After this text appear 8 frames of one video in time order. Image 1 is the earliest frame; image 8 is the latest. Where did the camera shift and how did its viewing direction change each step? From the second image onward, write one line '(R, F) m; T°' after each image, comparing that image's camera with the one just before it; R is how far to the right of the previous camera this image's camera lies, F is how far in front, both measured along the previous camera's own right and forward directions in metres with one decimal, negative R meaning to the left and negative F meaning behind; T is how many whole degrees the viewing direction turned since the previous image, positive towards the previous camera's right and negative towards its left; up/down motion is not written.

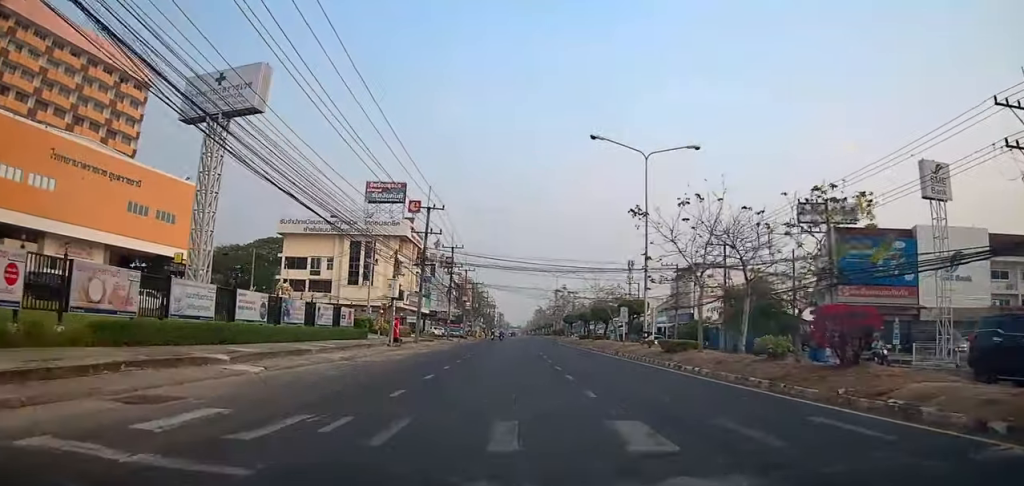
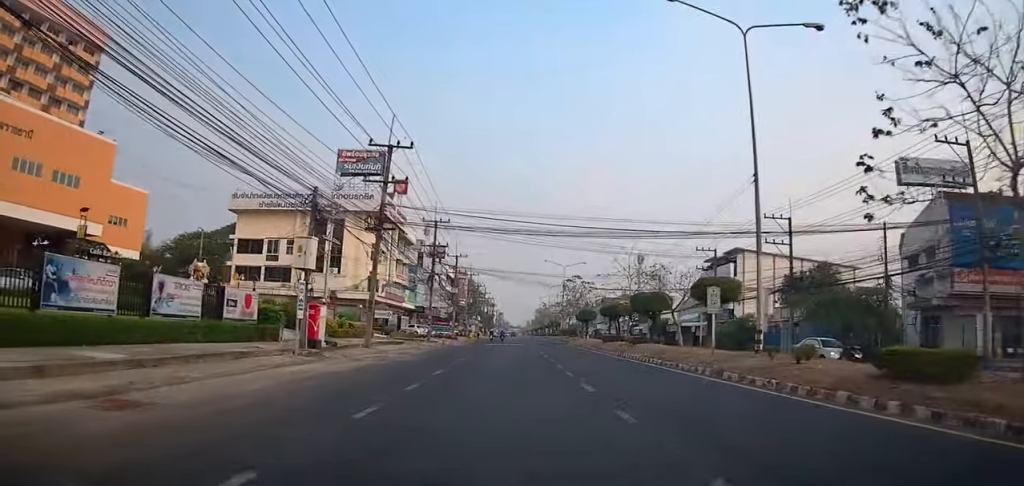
(+0.4, +15.5) m; 0°
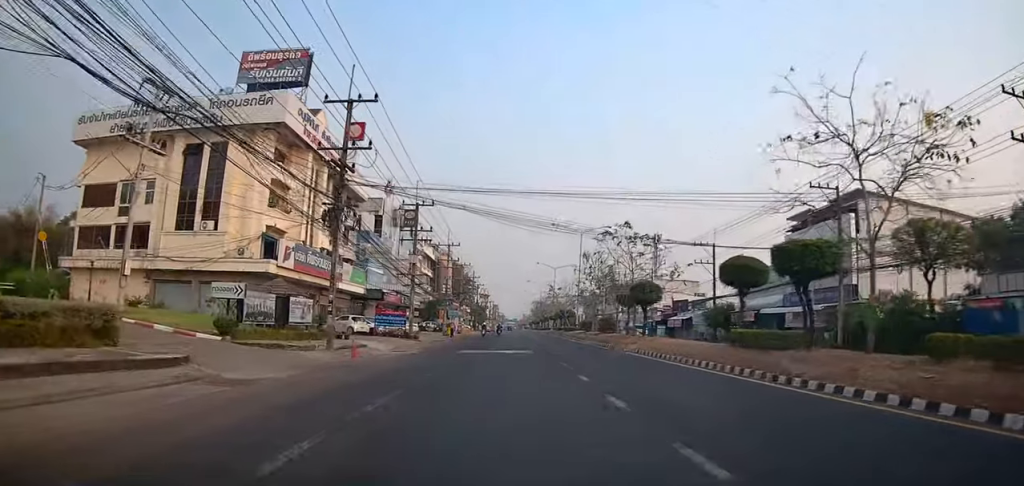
(-0.1, +27.3) m; 0°
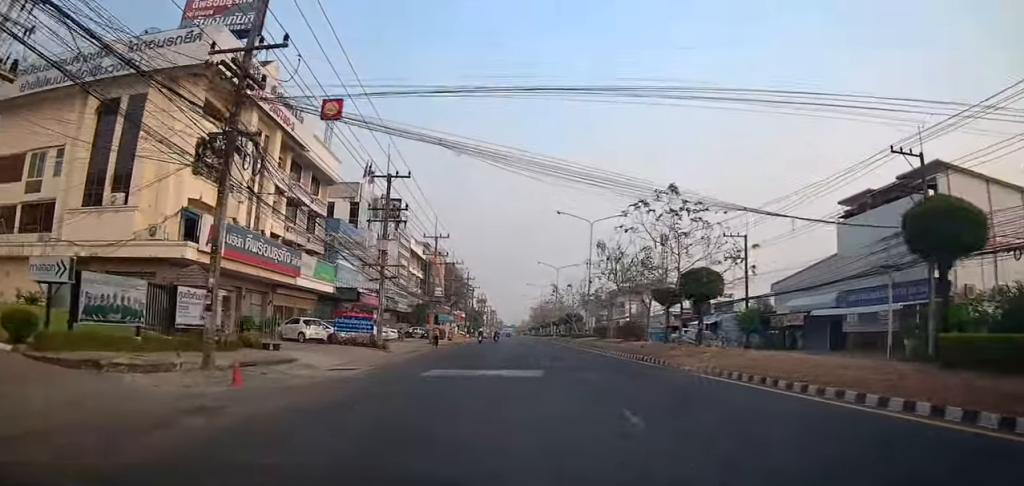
(0.0, +9.9) m; 0°
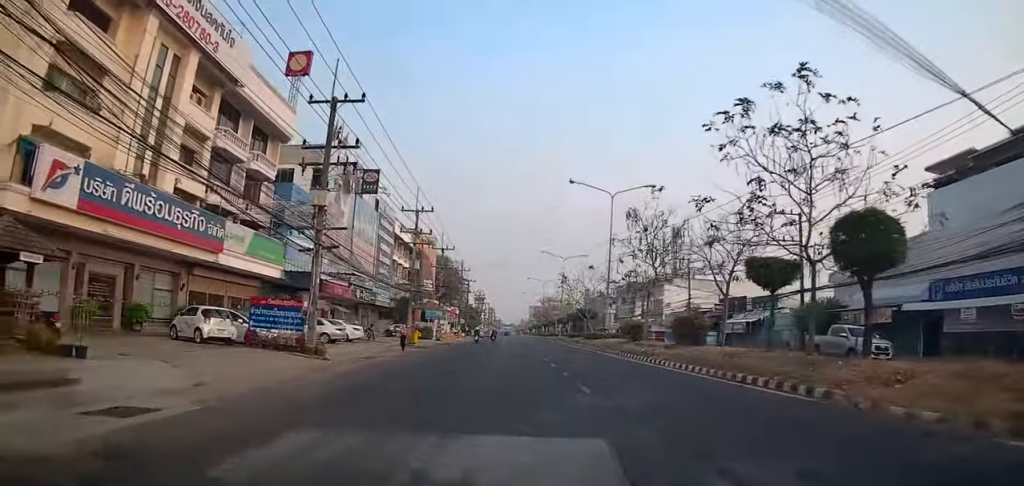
(-0.4, +11.5) m; 0°
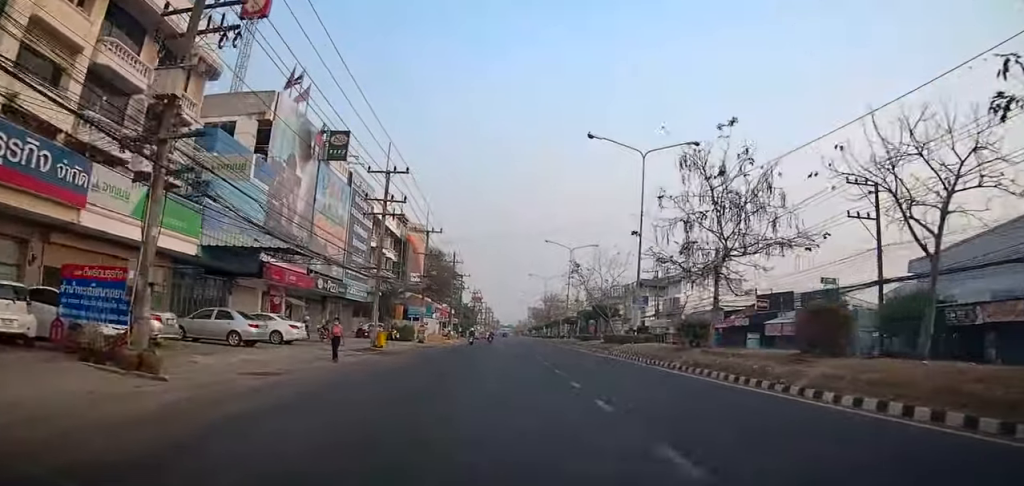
(+0.7, +11.0) m; 0°
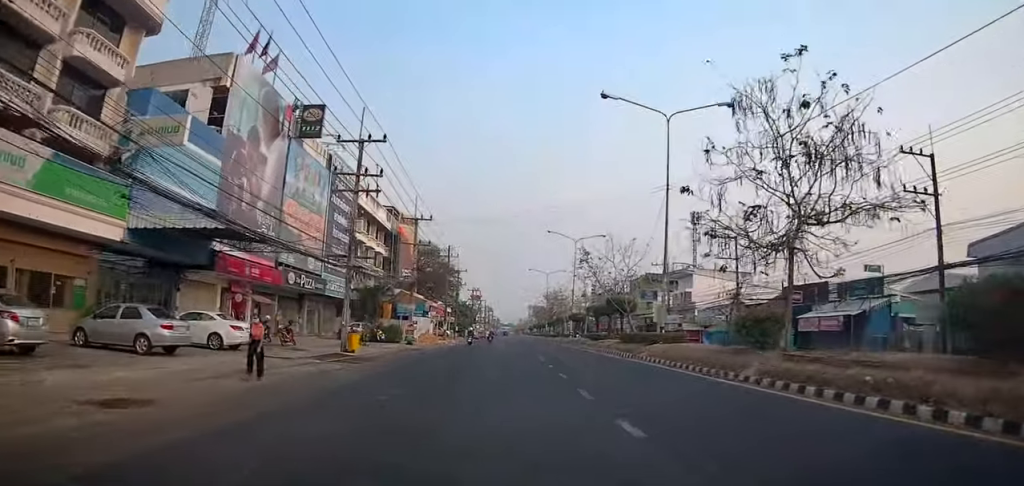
(-0.3, +6.1) m; 0°
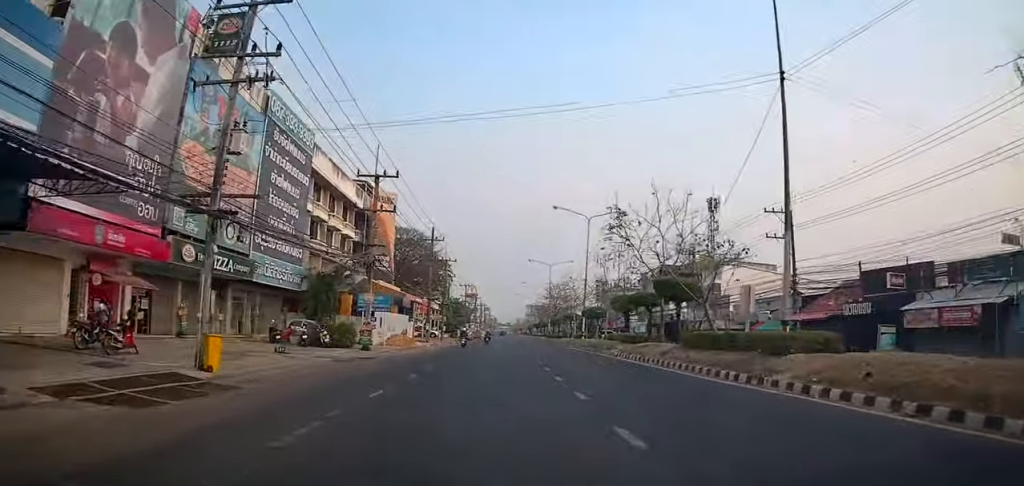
(-0.3, +13.5) m; 0°
